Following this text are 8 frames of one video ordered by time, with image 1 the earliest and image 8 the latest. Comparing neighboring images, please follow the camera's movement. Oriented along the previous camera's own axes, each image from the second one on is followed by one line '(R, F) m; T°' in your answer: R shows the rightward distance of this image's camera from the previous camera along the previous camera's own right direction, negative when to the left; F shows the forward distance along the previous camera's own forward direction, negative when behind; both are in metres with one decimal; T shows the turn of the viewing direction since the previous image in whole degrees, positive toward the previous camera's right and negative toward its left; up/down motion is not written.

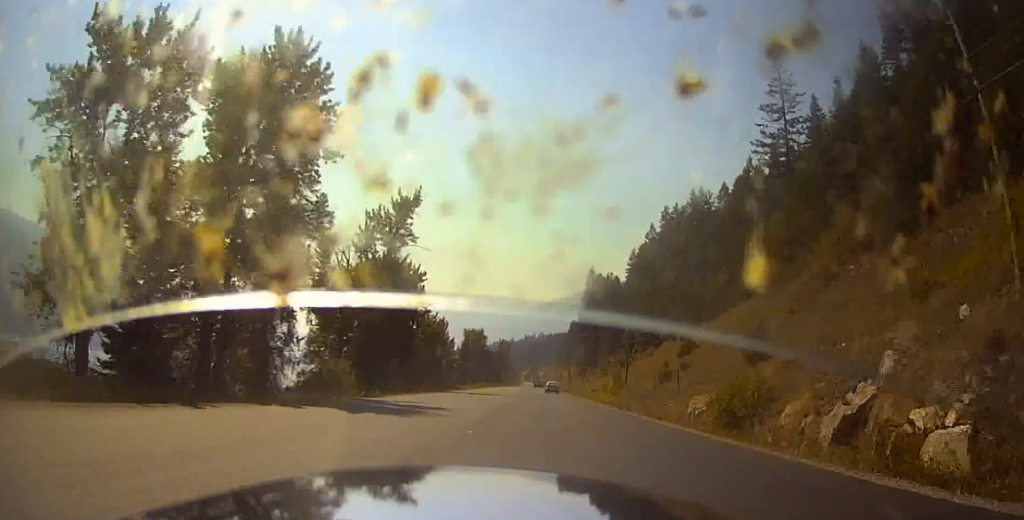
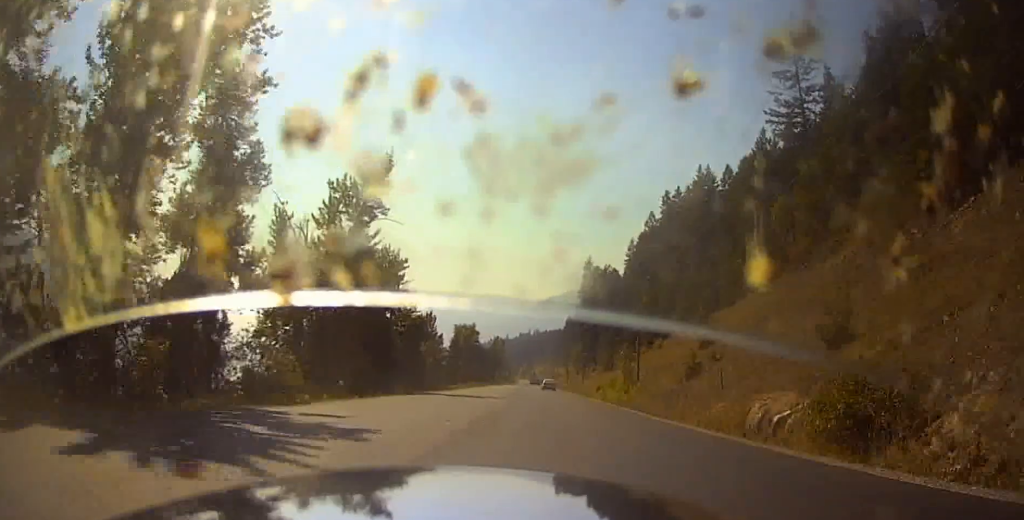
(+0.2, +10.0) m; +1°
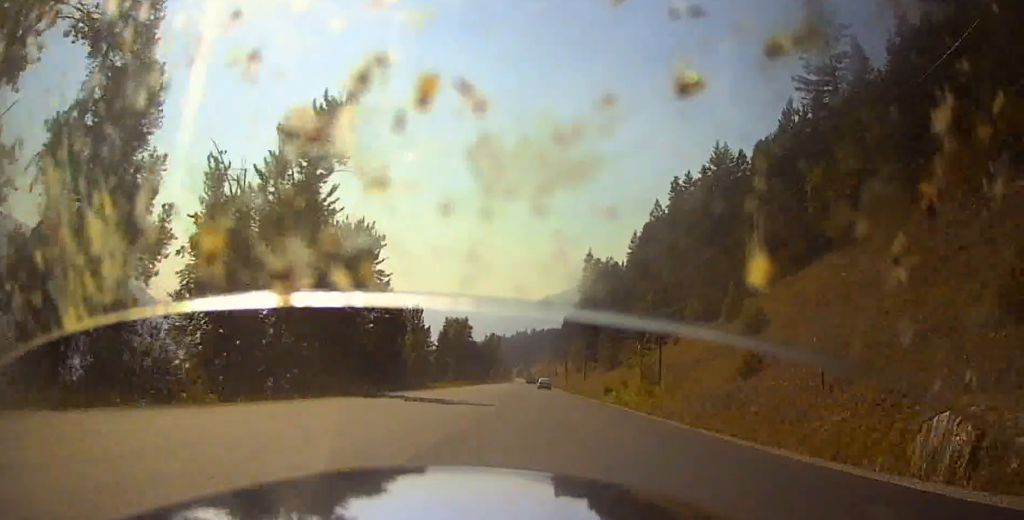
(+0.2, +11.5) m; +1°
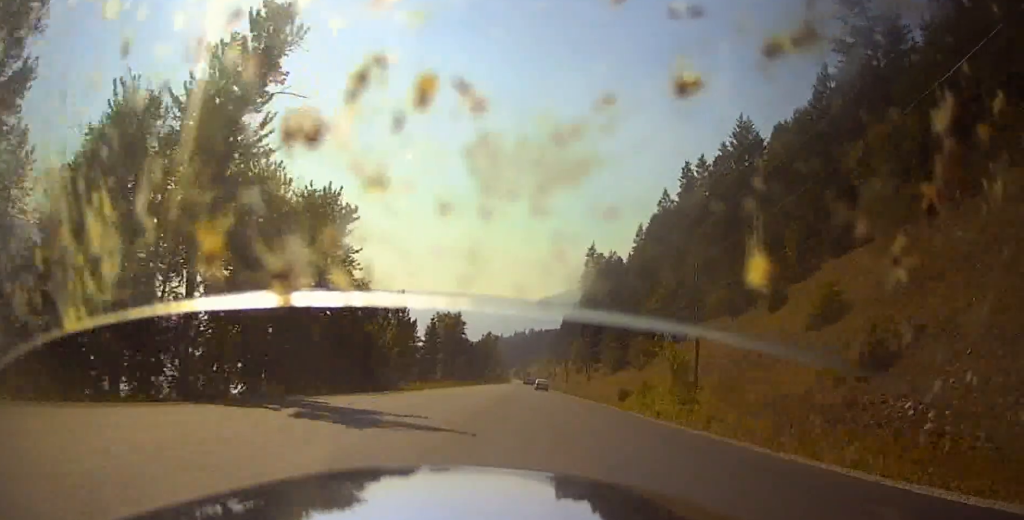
(+0.1, +12.9) m; 0°
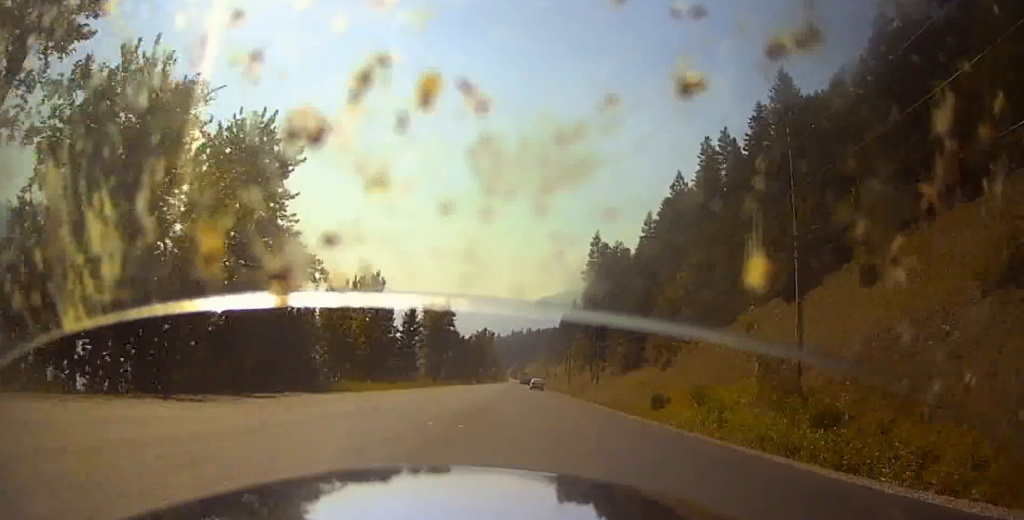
(+0.1, +17.8) m; 0°
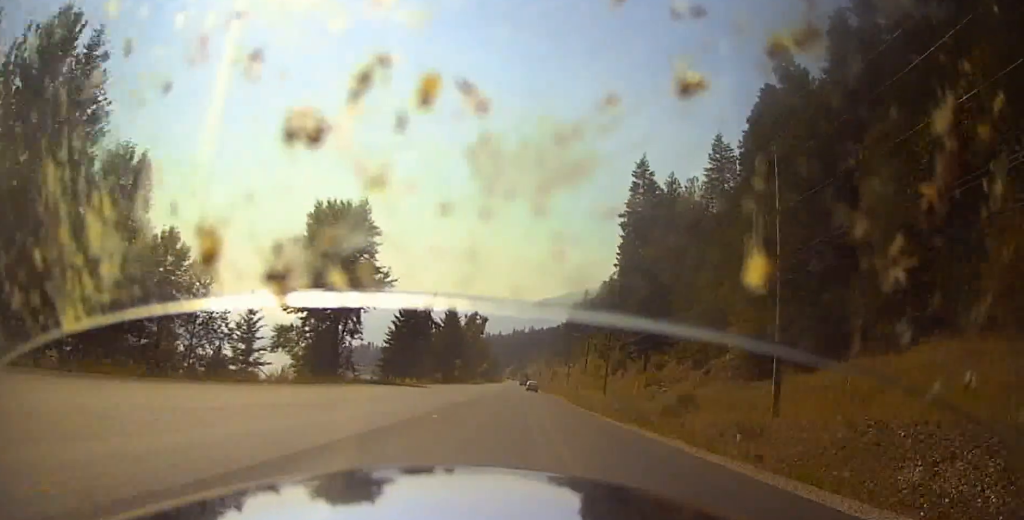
(-1.3, +68.1) m; -2°
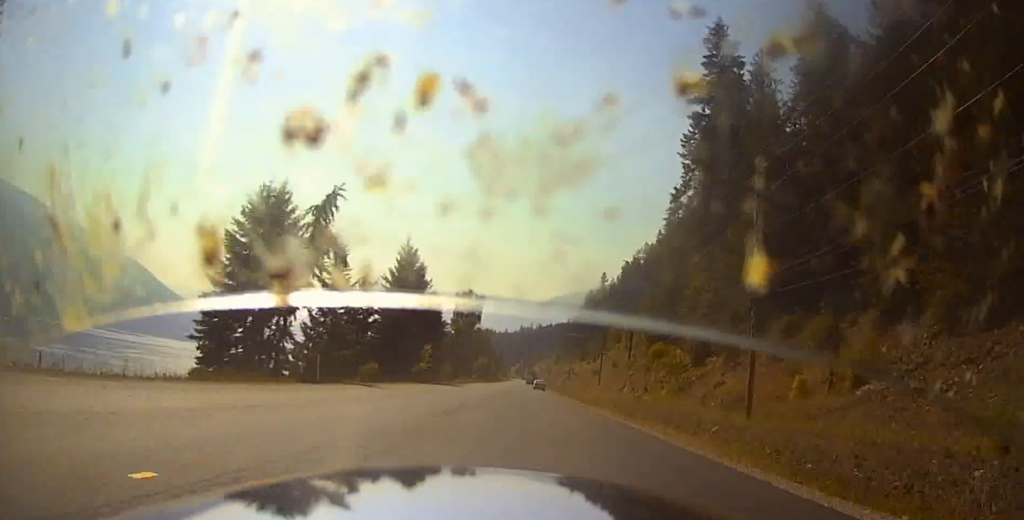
(0.0, +49.3) m; +2°
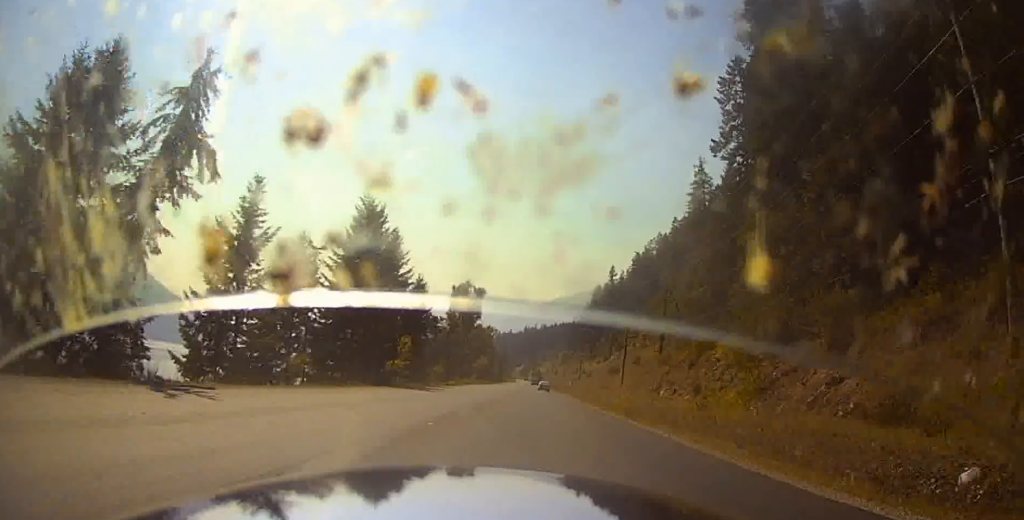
(+0.3, +17.9) m; +1°
